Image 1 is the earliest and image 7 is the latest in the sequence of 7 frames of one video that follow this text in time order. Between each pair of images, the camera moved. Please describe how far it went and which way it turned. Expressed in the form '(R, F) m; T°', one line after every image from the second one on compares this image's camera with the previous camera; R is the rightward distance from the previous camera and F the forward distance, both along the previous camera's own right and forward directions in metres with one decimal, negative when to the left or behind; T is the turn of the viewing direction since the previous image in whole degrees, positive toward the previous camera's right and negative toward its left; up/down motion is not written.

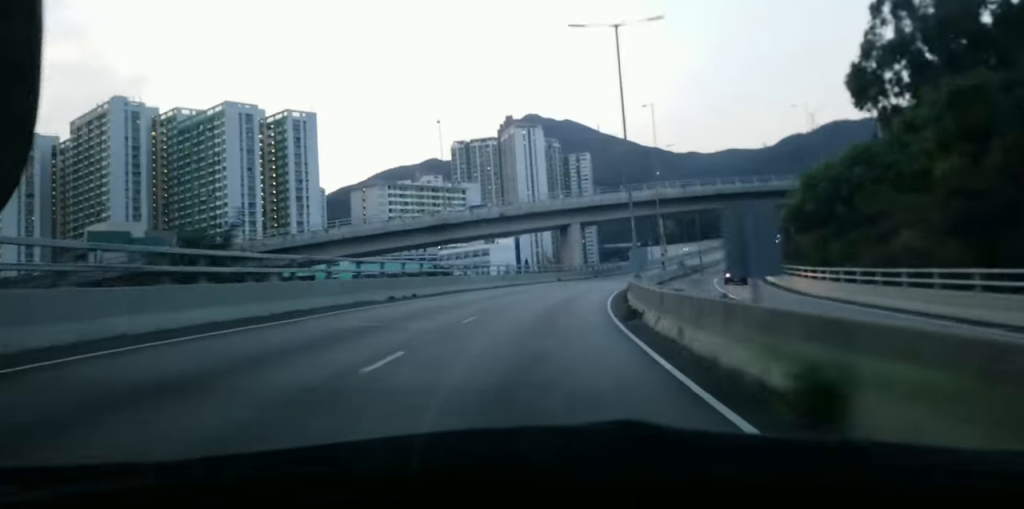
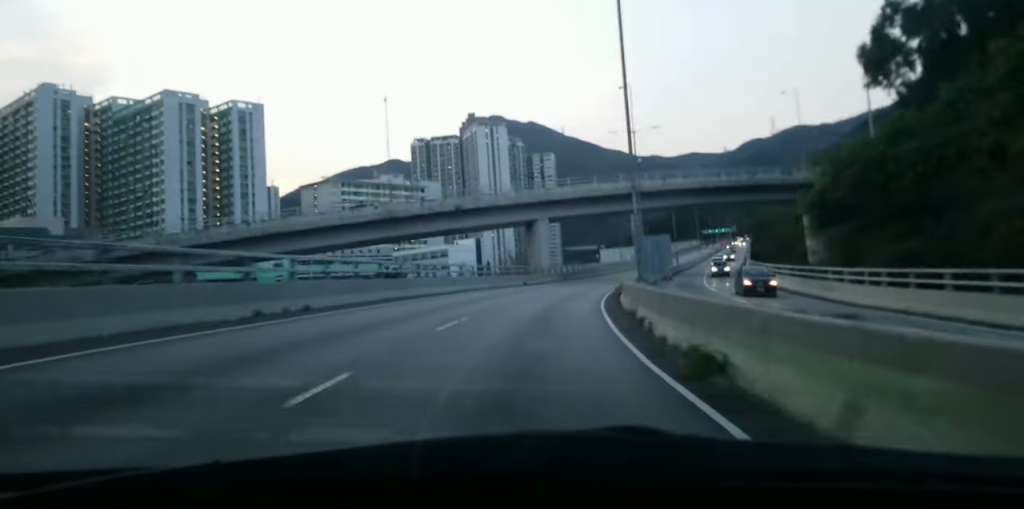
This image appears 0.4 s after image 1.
(+0.1, +10.7) m; +3°
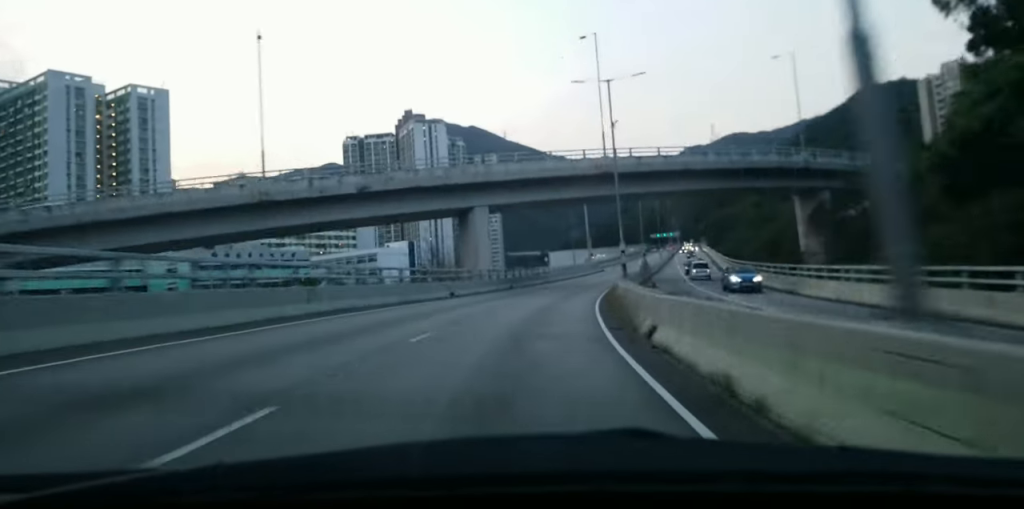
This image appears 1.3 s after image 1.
(+1.1, +20.3) m; +5°
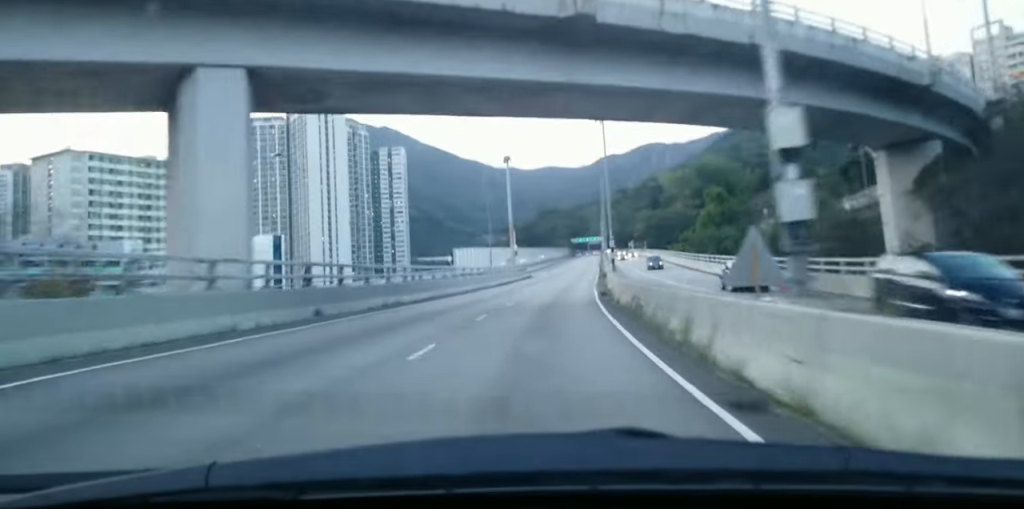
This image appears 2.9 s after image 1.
(+2.7, +39.7) m; +7°
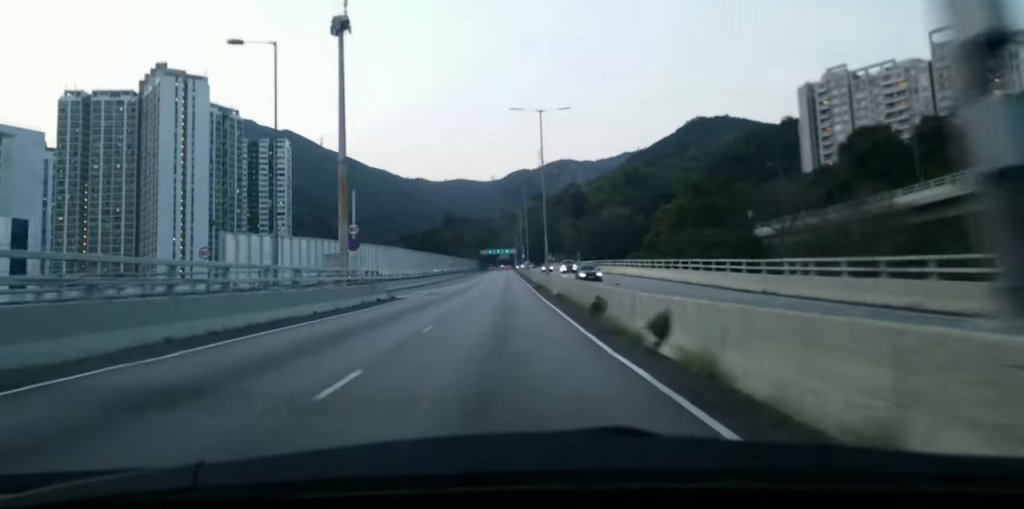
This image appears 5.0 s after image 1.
(+3.0, +49.2) m; +6°
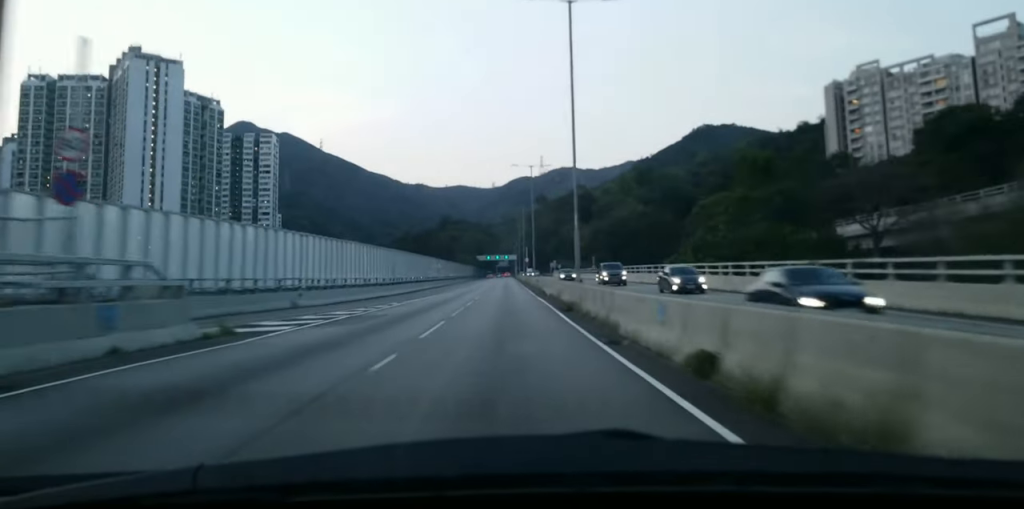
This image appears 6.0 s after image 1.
(+0.4, +25.1) m; +1°
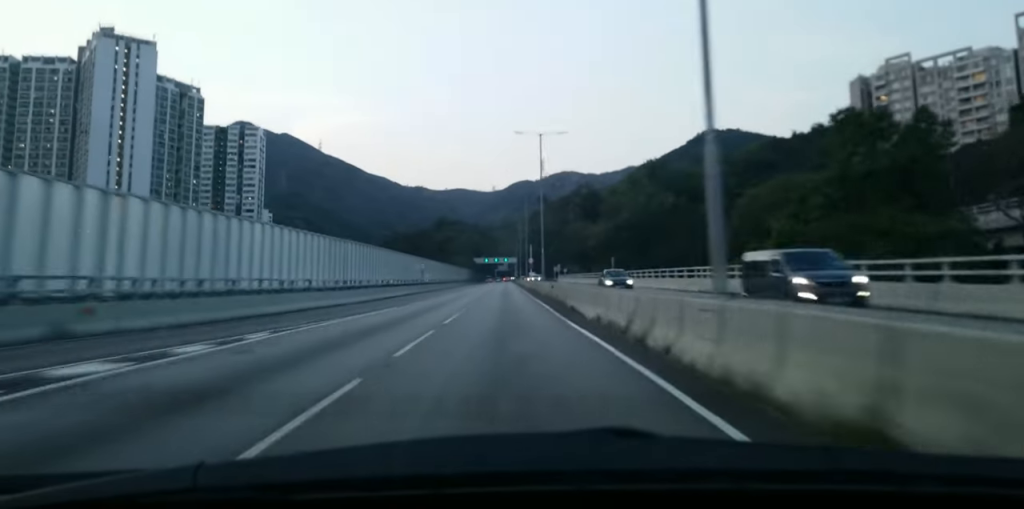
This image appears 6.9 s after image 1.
(+0.2, +21.3) m; 0°
